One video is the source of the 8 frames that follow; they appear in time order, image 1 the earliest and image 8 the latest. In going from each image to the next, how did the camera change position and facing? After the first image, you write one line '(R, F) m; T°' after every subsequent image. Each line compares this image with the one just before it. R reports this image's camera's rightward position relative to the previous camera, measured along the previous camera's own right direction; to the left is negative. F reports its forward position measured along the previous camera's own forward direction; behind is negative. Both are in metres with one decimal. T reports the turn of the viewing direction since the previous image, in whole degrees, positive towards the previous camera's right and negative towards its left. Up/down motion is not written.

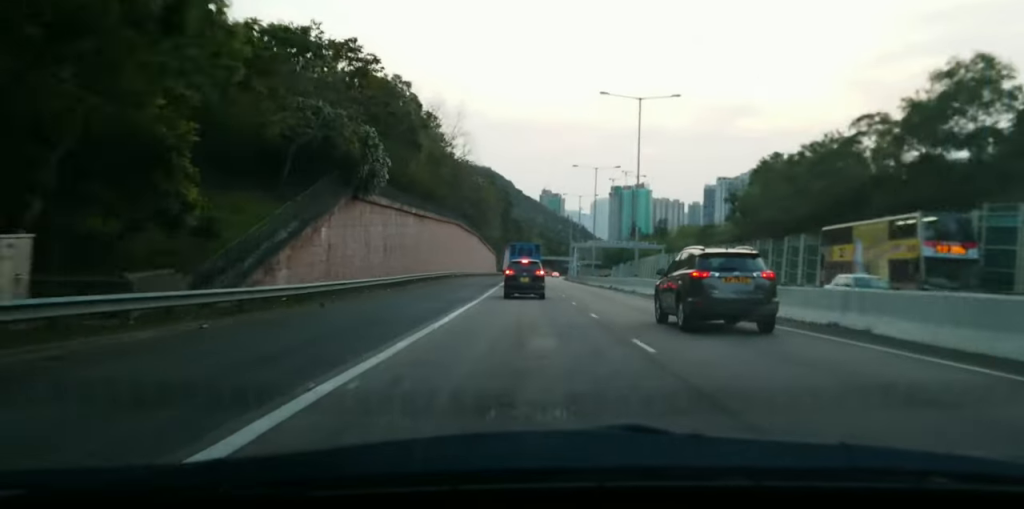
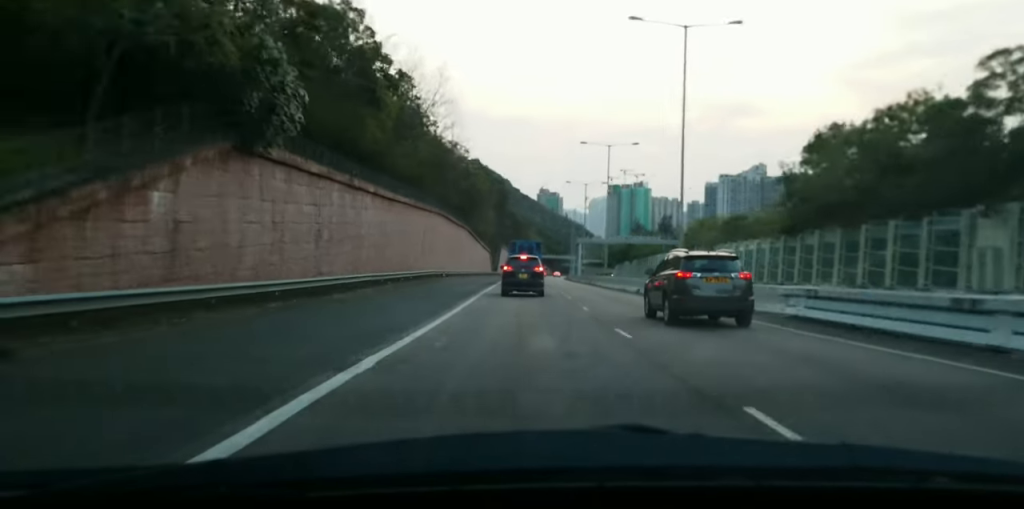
(0.0, +15.8) m; 0°
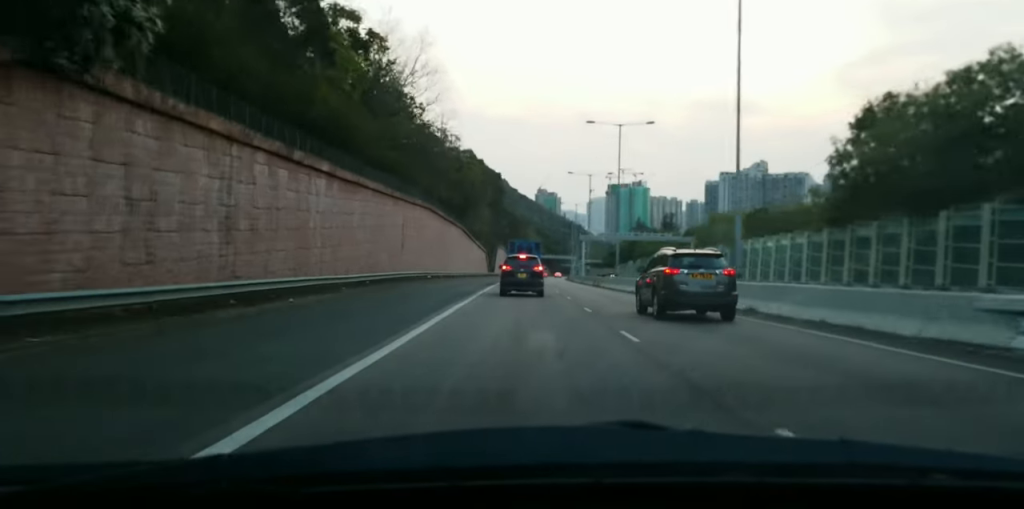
(0.0, +10.2) m; 0°
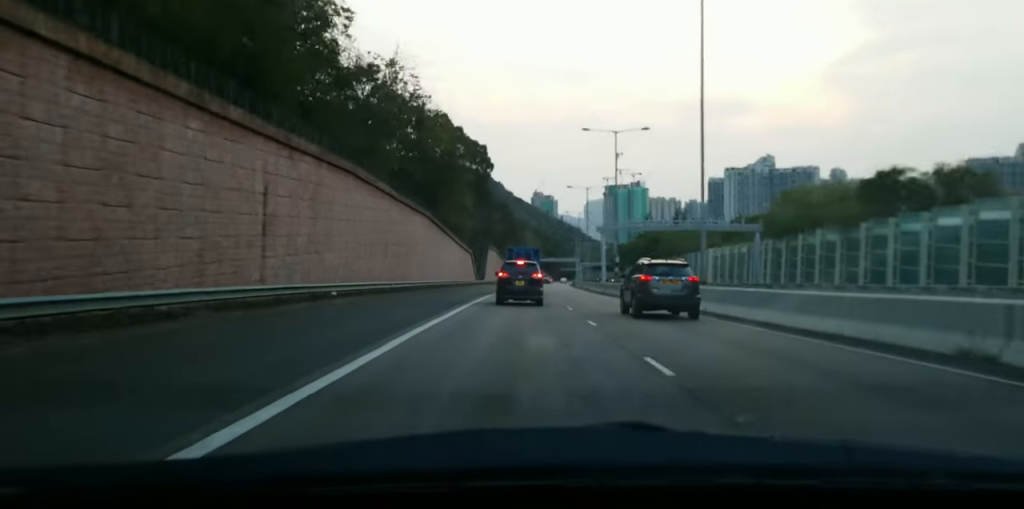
(0.0, +30.4) m; 0°
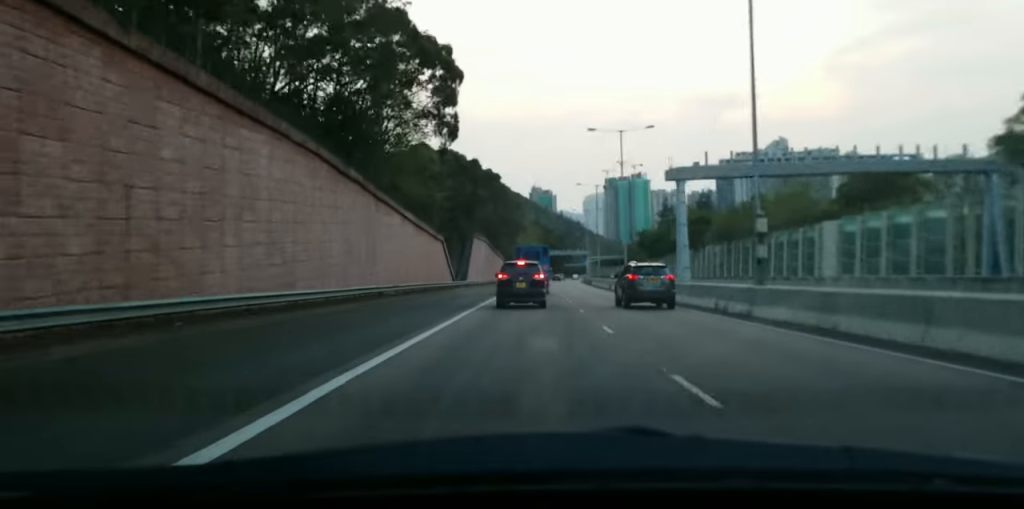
(+0.1, +38.9) m; 0°
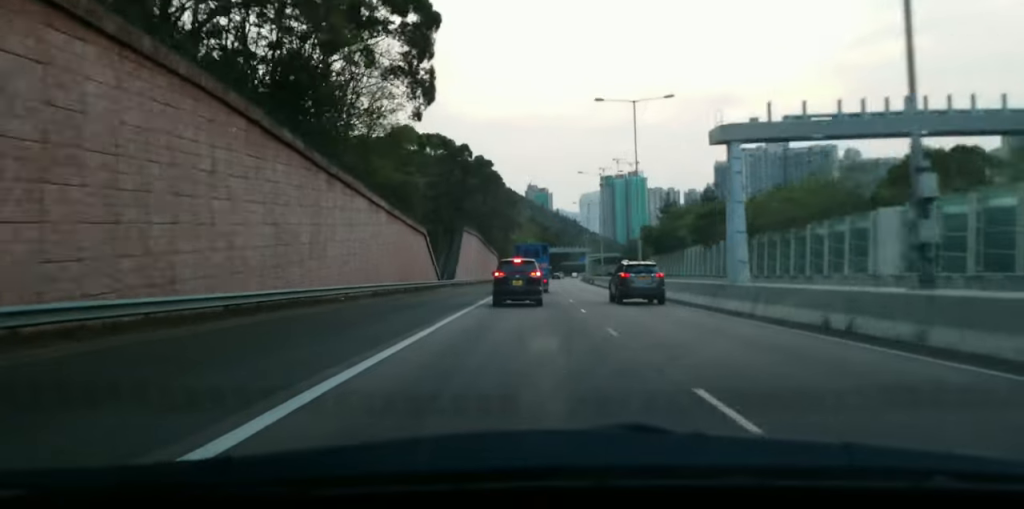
(0.0, +9.8) m; 0°
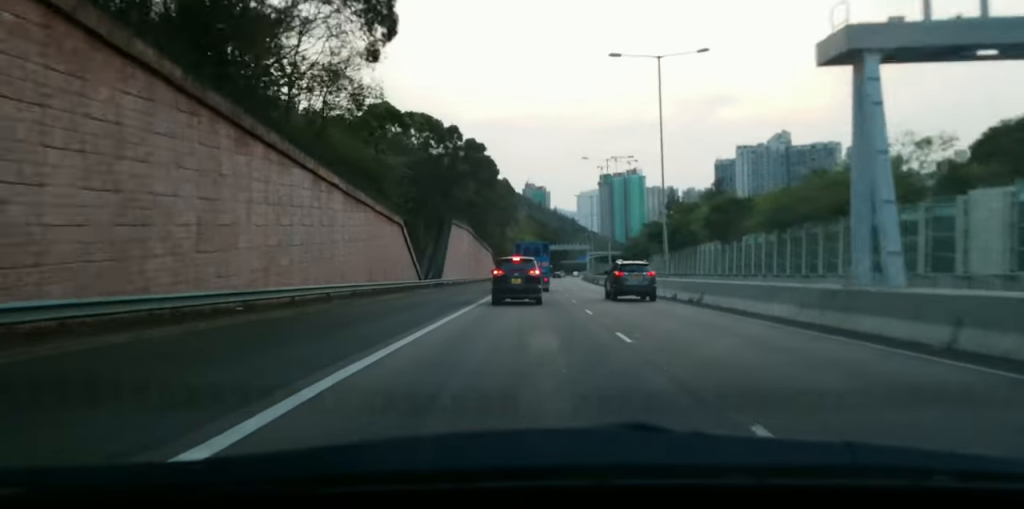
(+0.1, +11.5) m; -1°
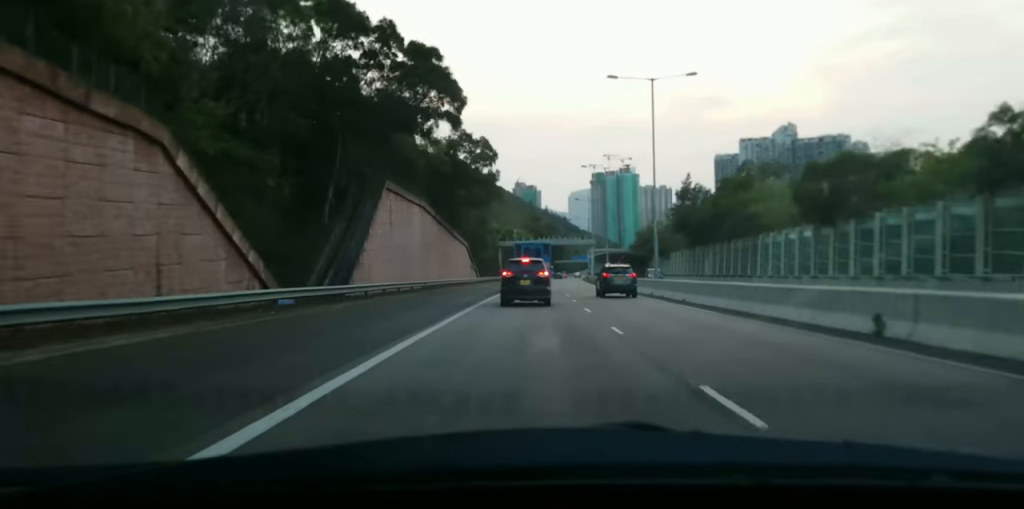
(-0.6, +34.2) m; 0°
